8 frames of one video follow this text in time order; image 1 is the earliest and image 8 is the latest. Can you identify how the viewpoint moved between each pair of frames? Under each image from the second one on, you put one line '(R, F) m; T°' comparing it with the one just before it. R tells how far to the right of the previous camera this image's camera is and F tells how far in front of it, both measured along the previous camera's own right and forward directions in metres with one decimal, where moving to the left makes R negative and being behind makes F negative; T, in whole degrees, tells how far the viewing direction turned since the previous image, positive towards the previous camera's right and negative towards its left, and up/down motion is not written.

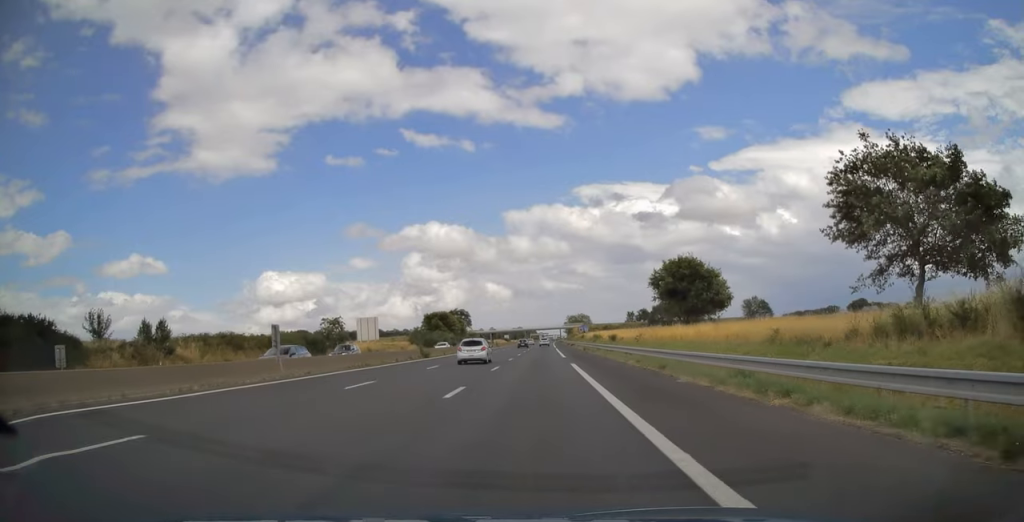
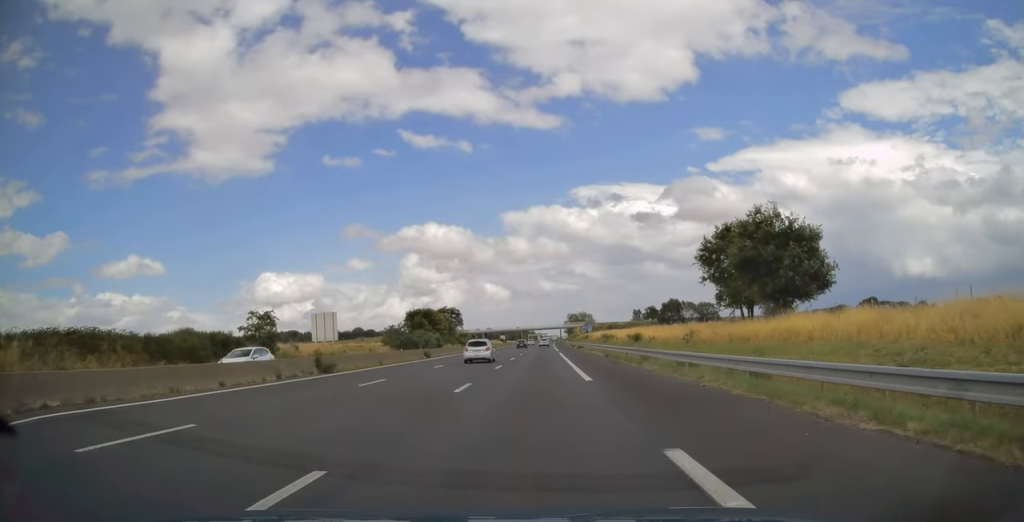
(+0.1, +24.5) m; 0°
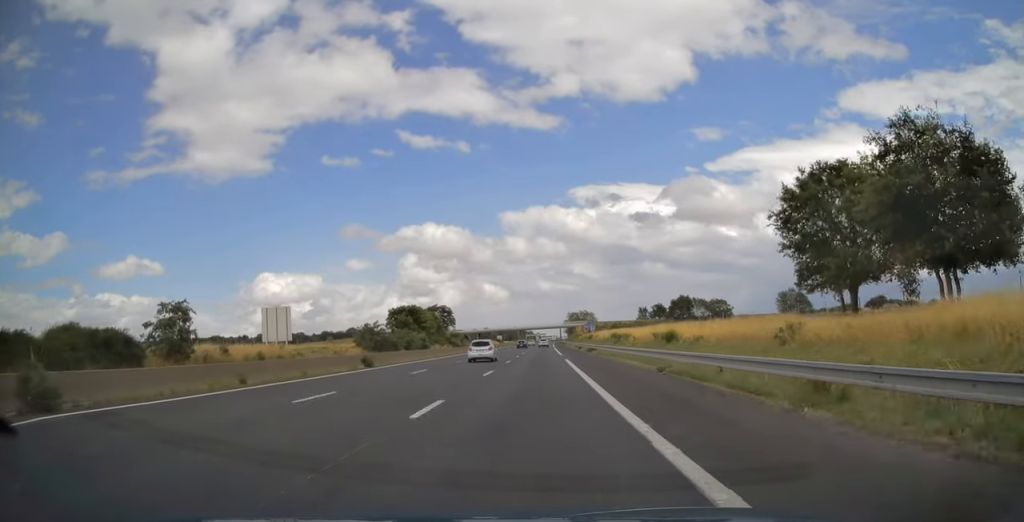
(+0.1, +18.5) m; 0°
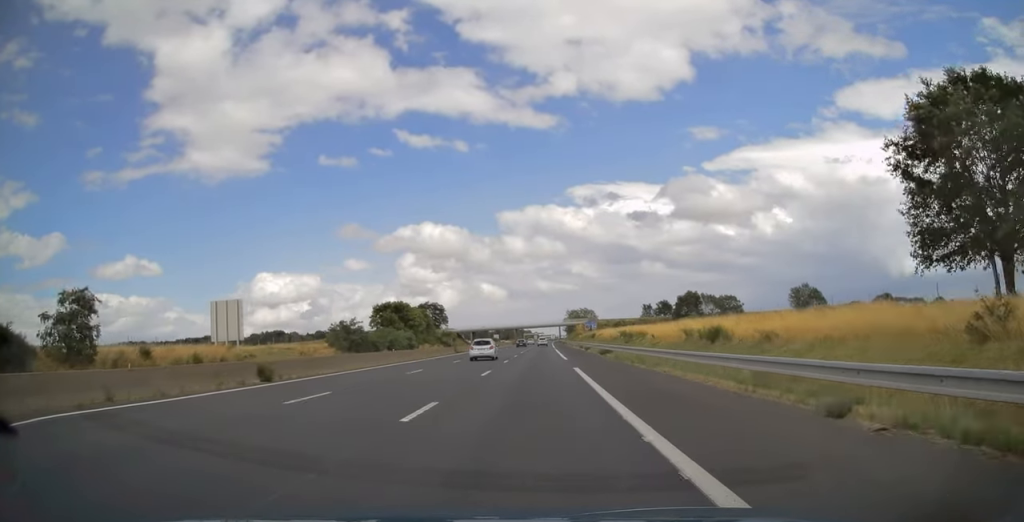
(0.0, +13.6) m; 0°
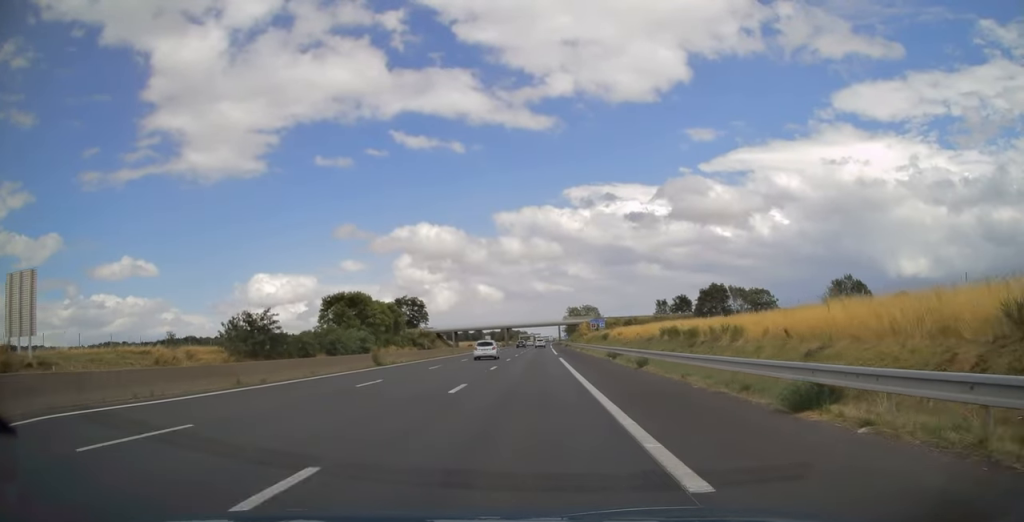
(0.0, +33.1) m; 0°
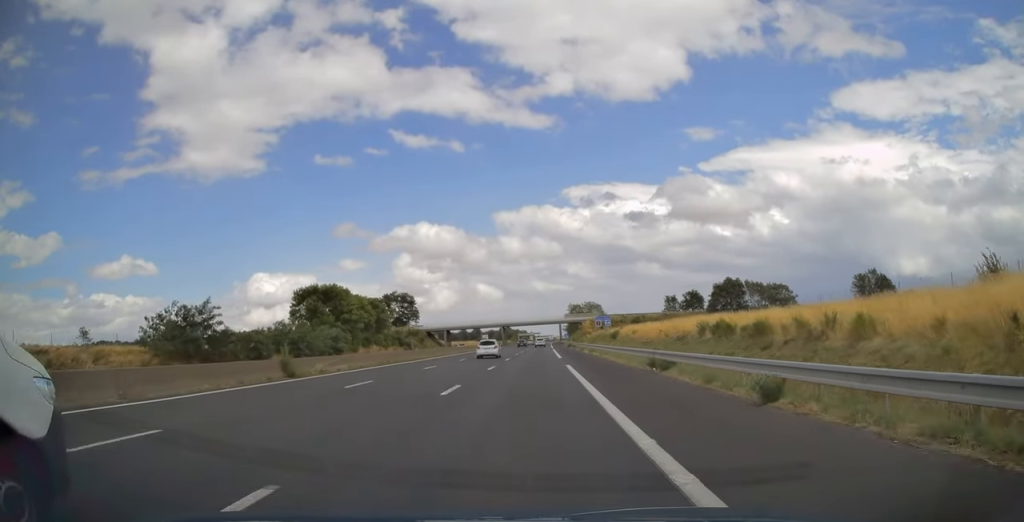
(+0.1, +14.1) m; 0°
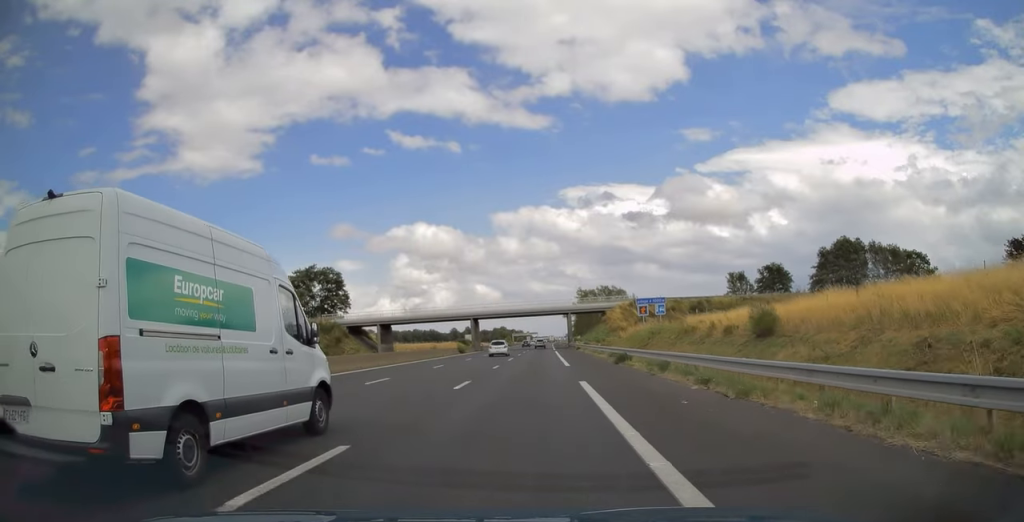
(+0.6, +62.9) m; +1°
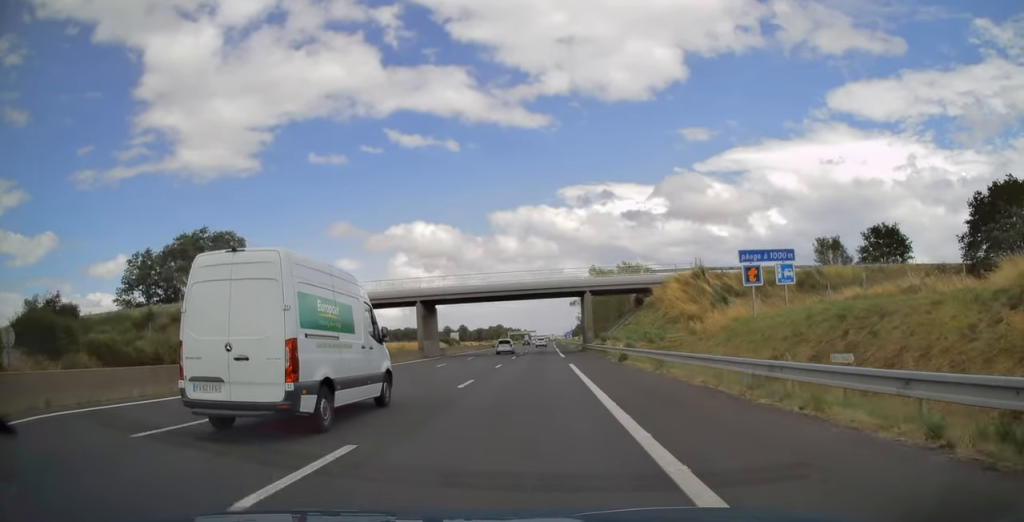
(-0.7, +39.2) m; -1°
